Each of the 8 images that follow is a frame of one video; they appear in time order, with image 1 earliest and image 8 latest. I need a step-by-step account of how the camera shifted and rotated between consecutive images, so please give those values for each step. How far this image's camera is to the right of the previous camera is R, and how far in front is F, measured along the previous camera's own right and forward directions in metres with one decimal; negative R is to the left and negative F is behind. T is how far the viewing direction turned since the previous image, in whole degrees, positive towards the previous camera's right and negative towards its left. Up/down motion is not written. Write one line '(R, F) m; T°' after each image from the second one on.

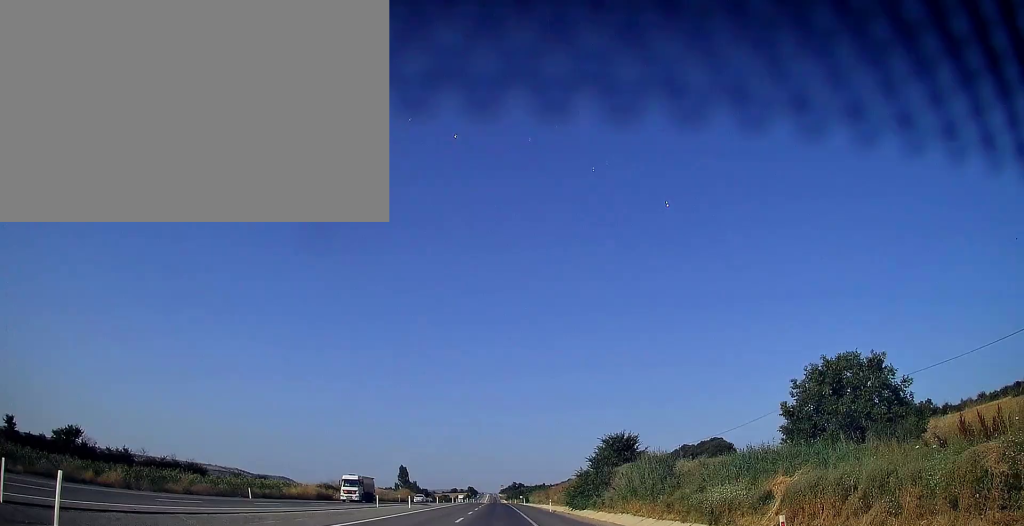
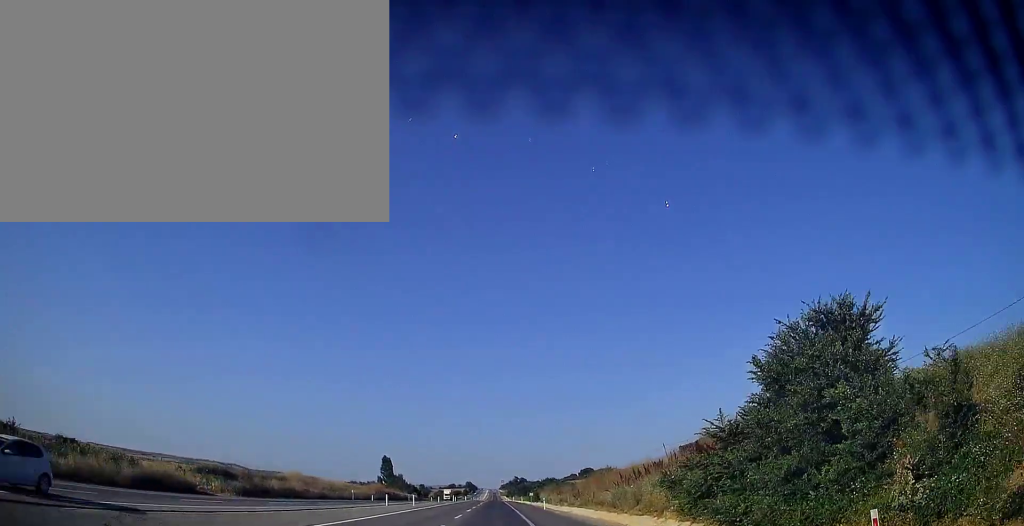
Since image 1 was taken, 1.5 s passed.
(0.0, +45.4) m; 0°
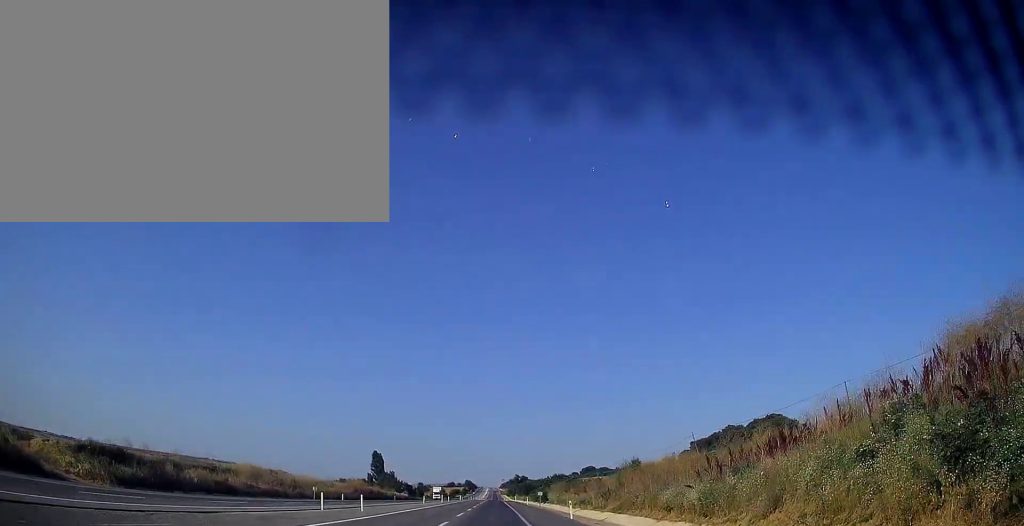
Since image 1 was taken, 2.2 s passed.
(-0.1, +20.7) m; 0°
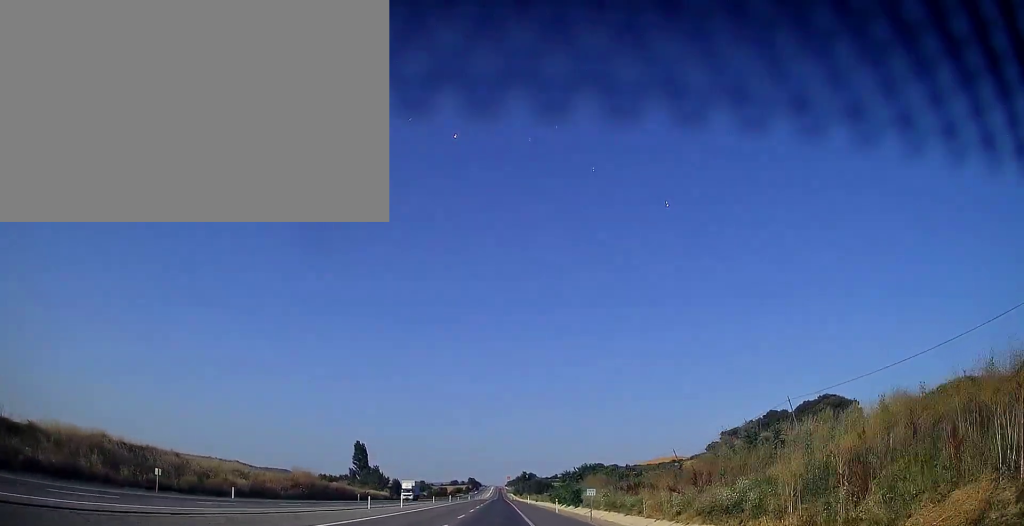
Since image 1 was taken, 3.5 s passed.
(-0.1, +38.5) m; 0°
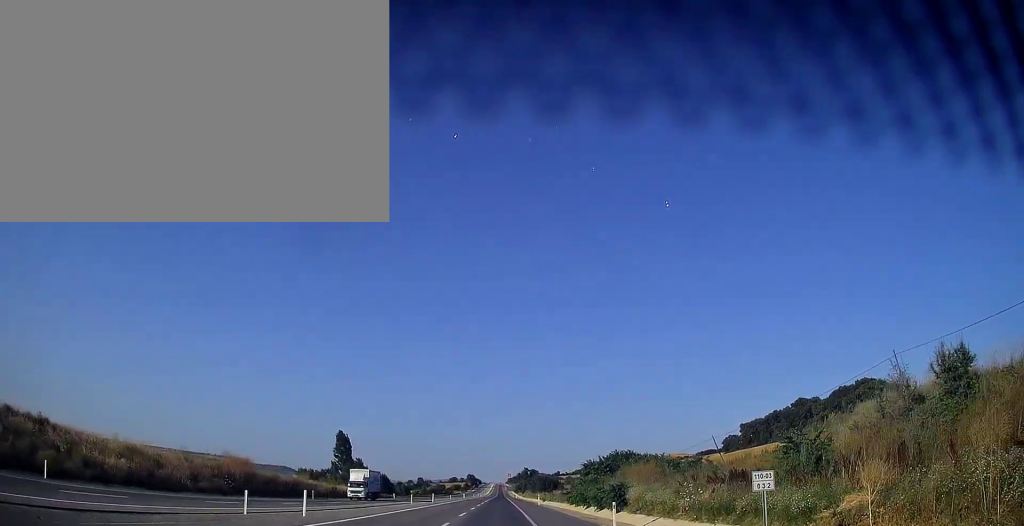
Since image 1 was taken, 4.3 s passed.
(0.0, +23.7) m; 0°
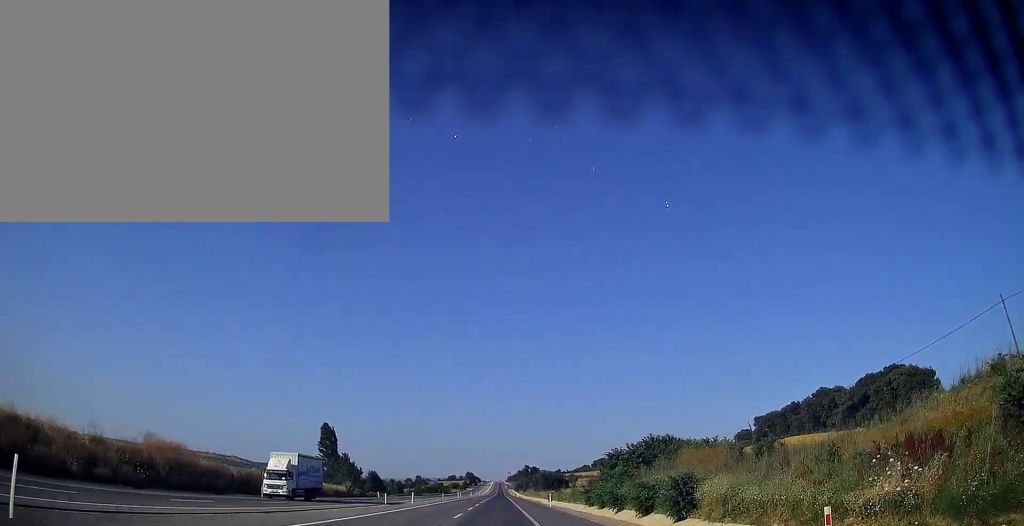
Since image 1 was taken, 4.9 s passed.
(0.0, +15.8) m; 0°
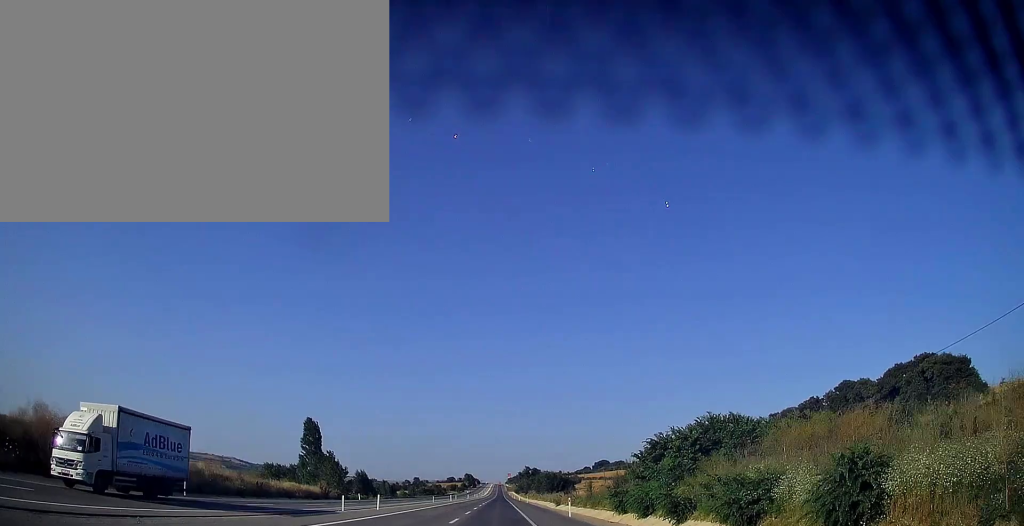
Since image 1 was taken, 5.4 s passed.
(0.0, +14.8) m; 0°
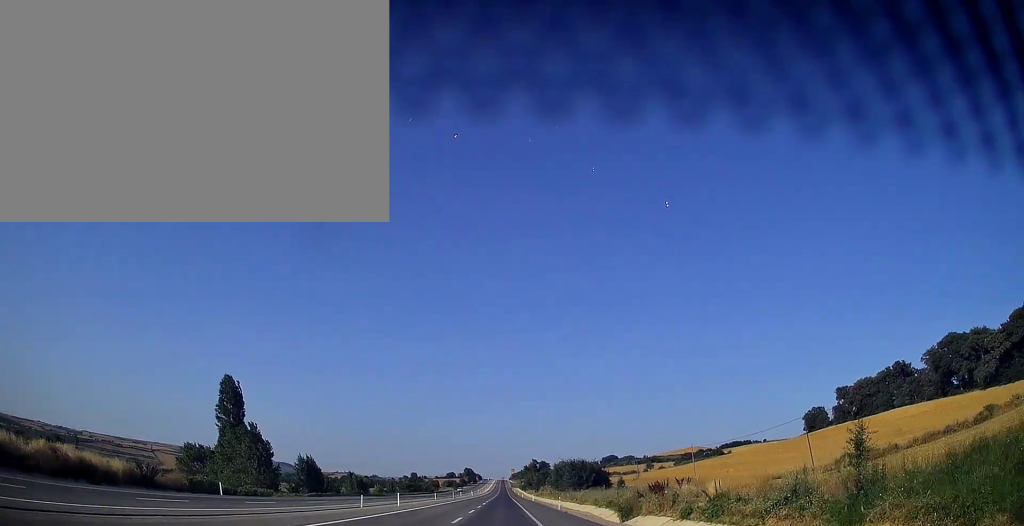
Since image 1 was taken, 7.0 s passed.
(0.0, +49.3) m; 0°
